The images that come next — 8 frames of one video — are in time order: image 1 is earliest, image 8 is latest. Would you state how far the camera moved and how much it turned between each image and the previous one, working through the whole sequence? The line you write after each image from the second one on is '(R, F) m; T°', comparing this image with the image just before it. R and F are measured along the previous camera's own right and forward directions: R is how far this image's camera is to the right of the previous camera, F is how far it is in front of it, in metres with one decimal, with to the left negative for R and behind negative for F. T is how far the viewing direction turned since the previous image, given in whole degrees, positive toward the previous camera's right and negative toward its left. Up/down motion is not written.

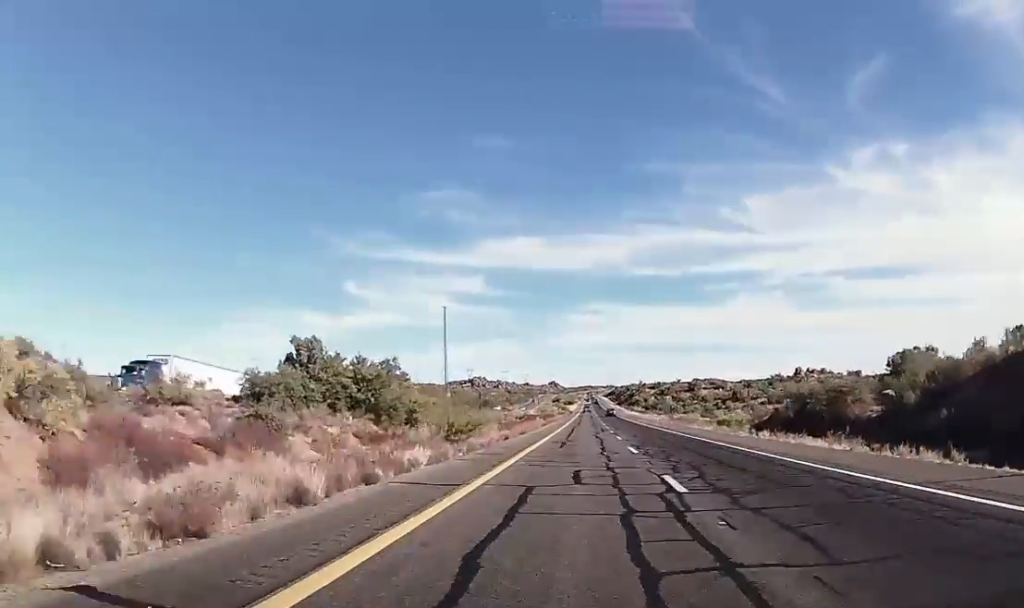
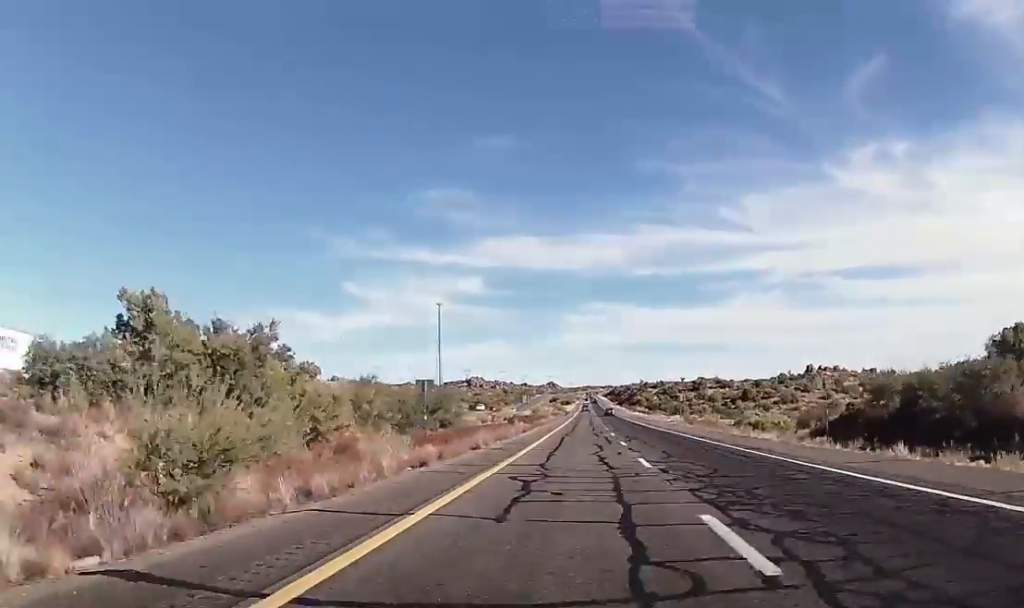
(0.0, +18.8) m; 0°
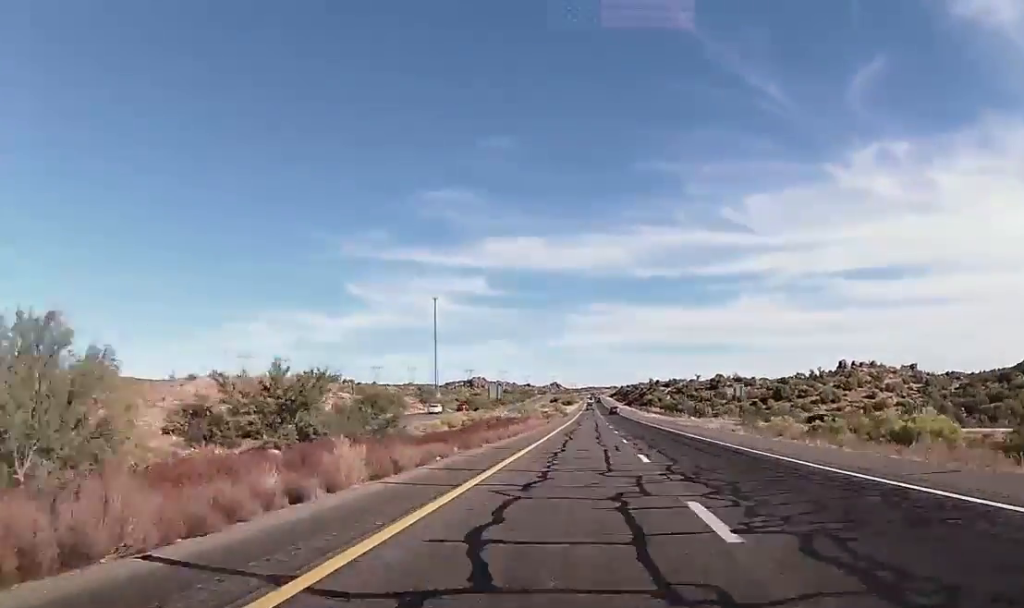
(+0.2, +36.4) m; -1°
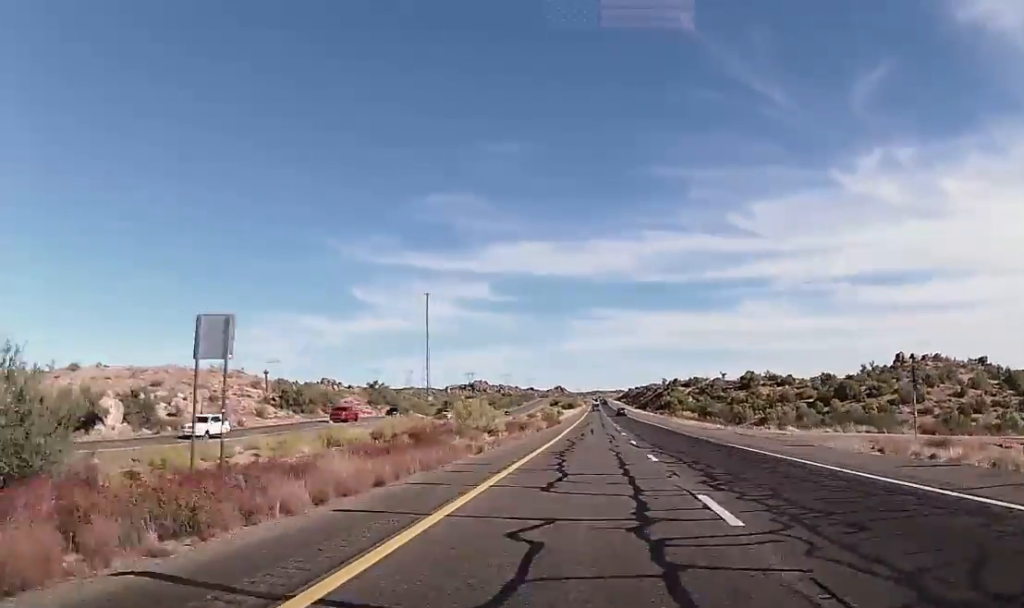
(-0.7, +47.6) m; 0°
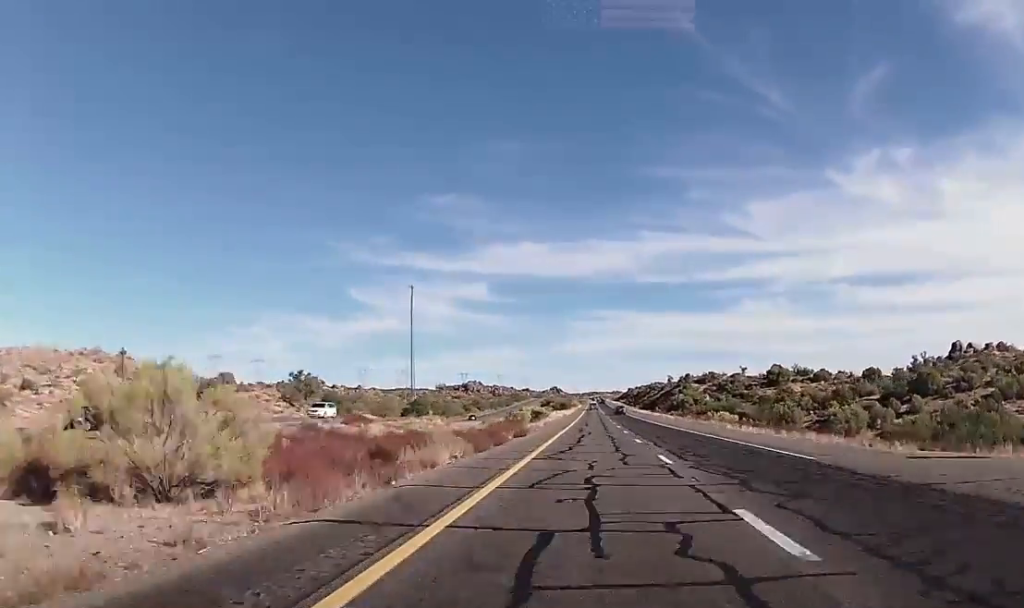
(+0.2, +38.9) m; 0°
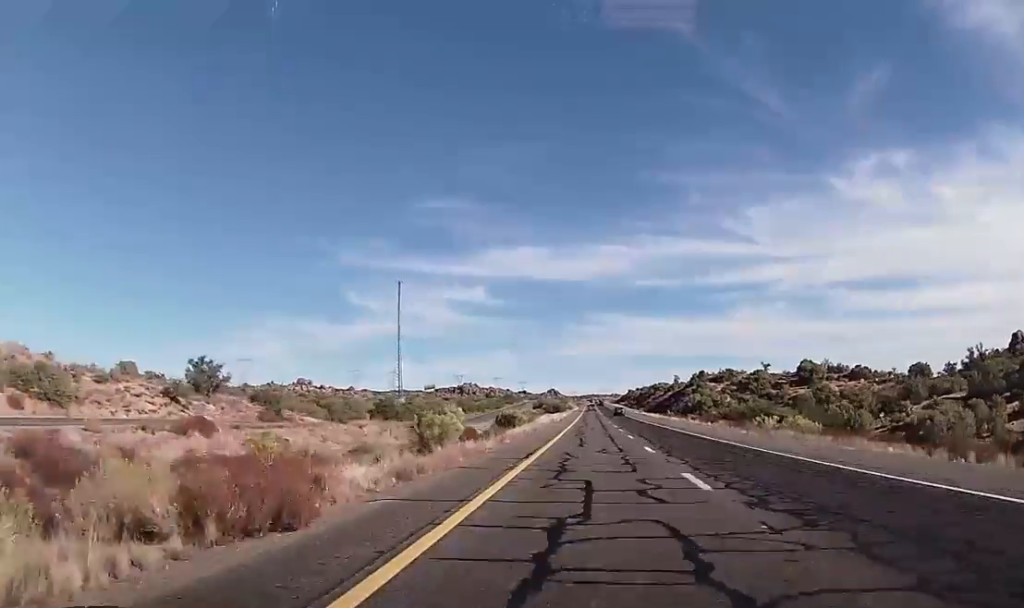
(0.0, +30.1) m; 0°
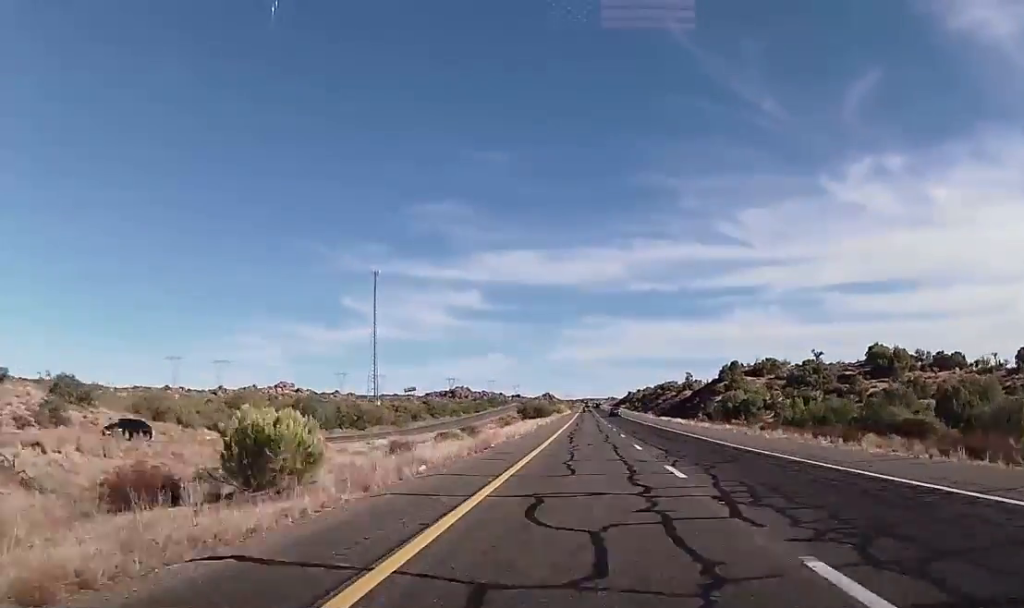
(+0.5, +45.1) m; 0°
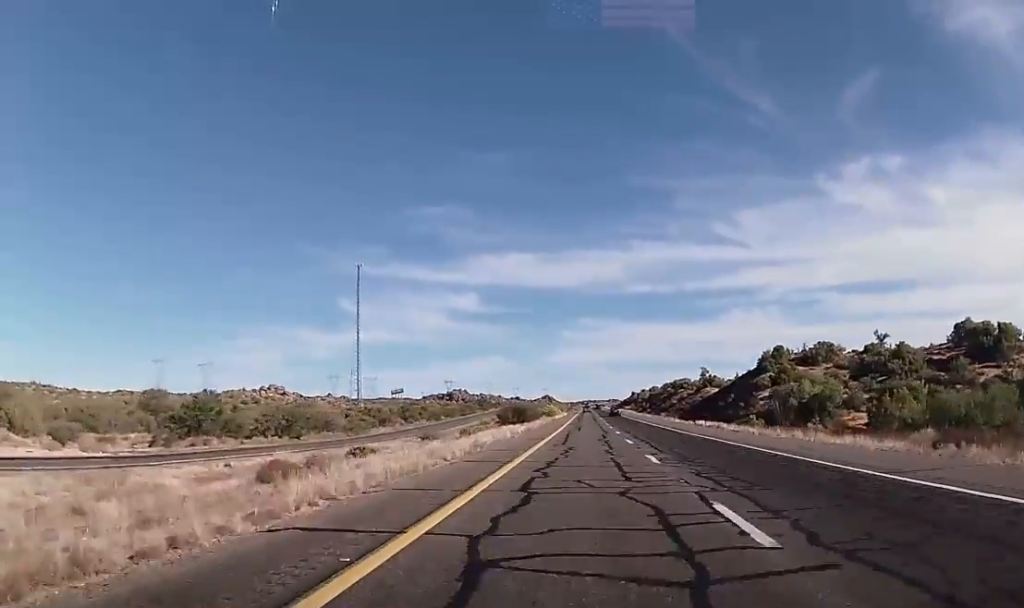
(-0.1, +32.5) m; -1°
